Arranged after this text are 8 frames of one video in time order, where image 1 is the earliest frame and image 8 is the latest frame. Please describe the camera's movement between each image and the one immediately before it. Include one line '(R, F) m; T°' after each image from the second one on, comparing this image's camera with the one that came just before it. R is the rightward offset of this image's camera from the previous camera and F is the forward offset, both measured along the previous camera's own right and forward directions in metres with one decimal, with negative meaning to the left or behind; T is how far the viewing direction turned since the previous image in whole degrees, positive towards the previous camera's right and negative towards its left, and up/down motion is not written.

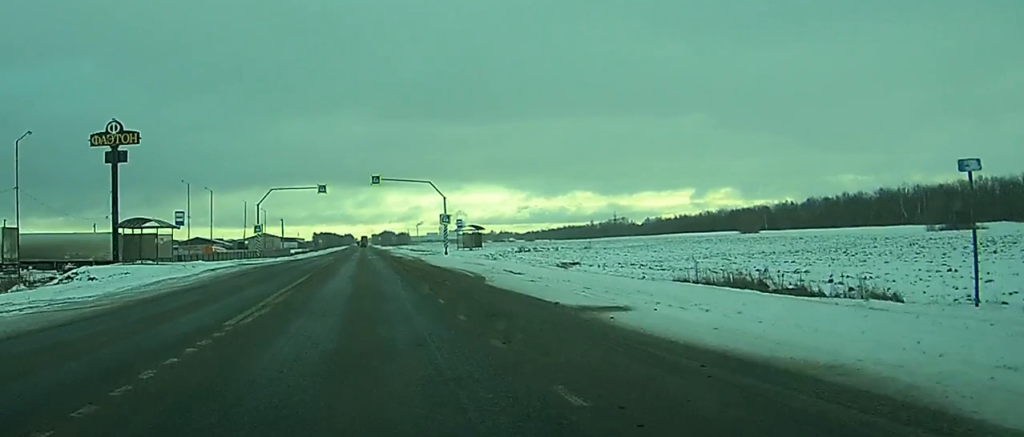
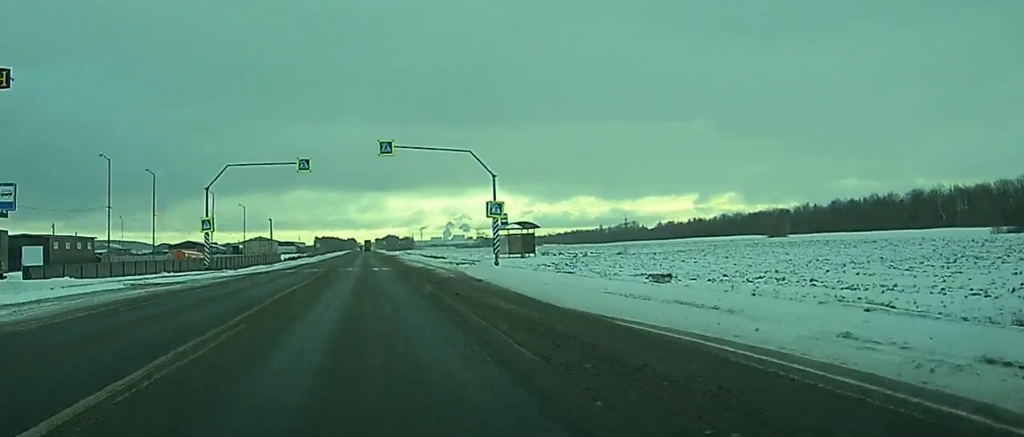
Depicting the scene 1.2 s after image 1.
(-0.1, +28.3) m; 0°
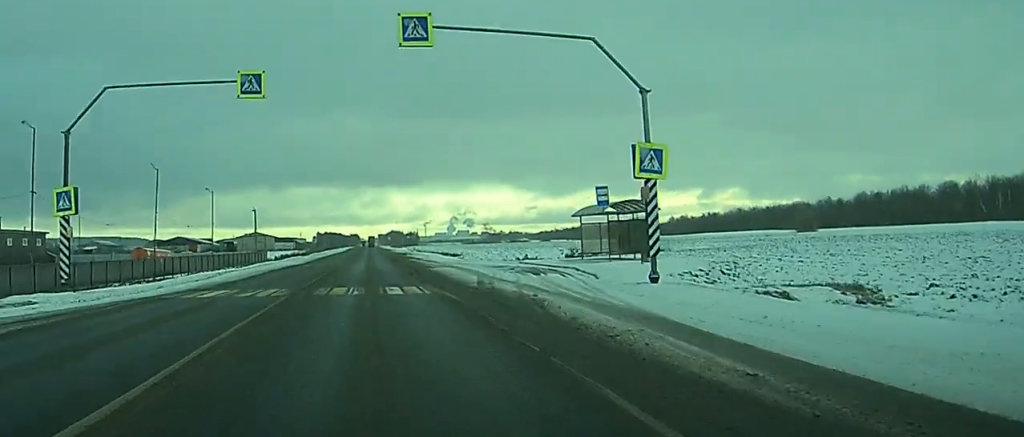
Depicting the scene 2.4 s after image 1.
(0.0, +26.8) m; 0°
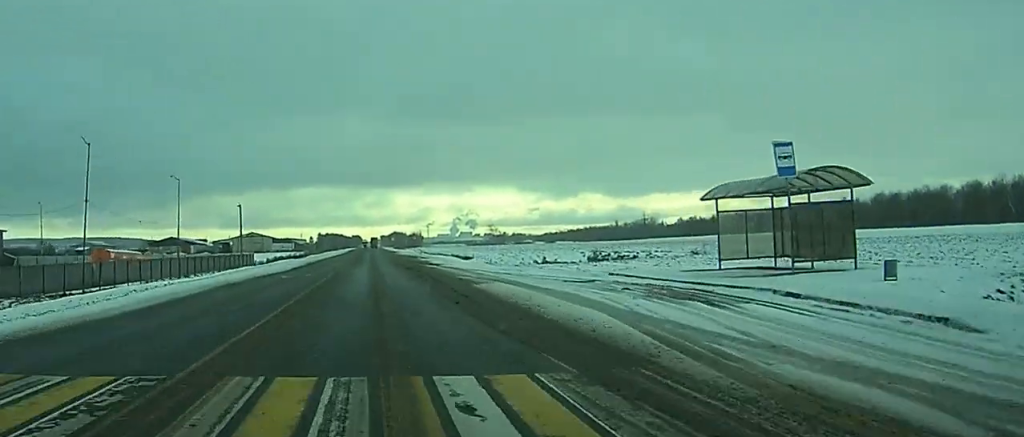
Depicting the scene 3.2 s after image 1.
(-0.1, +17.6) m; 0°
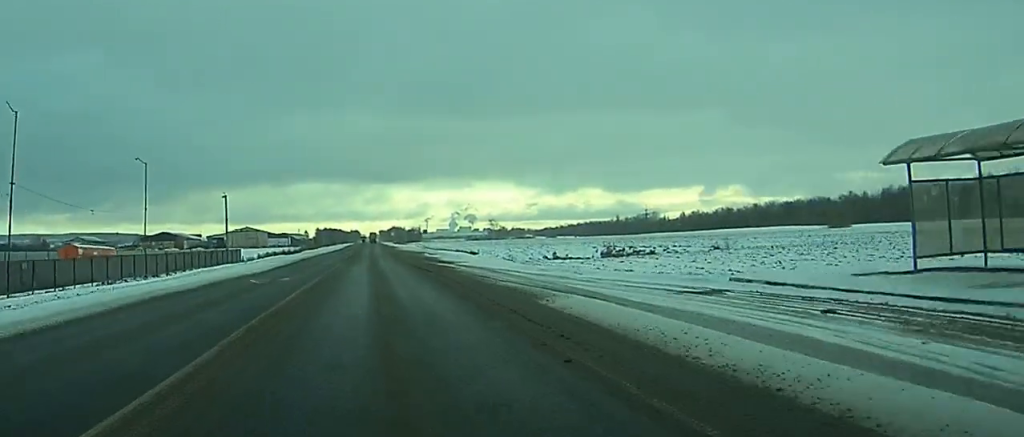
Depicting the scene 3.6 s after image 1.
(0.0, +10.7) m; 0°
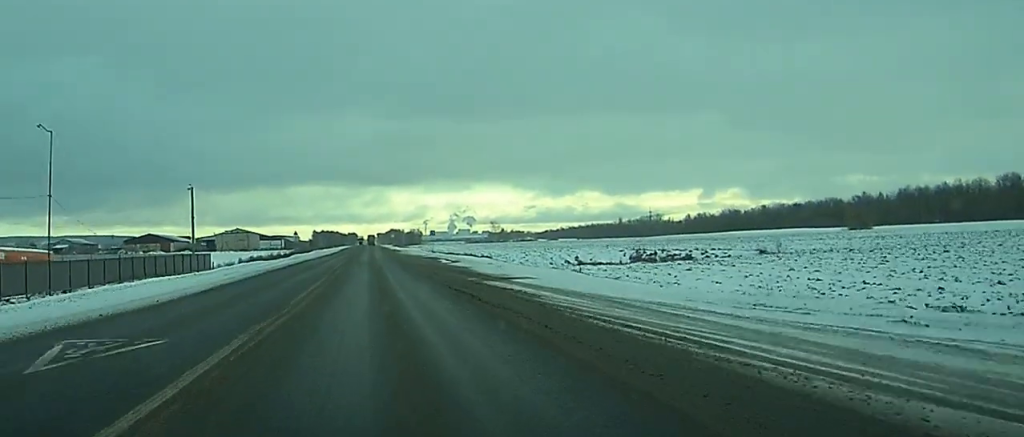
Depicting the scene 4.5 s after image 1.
(0.0, +19.1) m; 0°
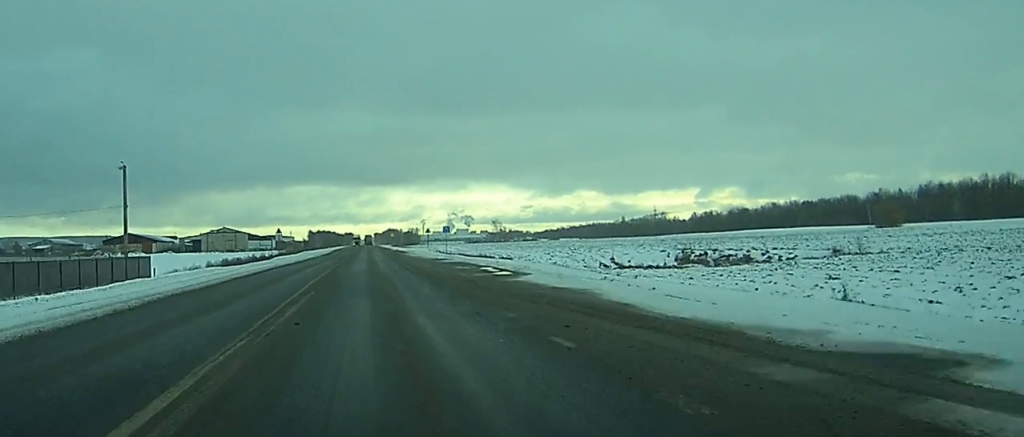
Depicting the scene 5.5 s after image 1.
(0.0, +23.0) m; 0°
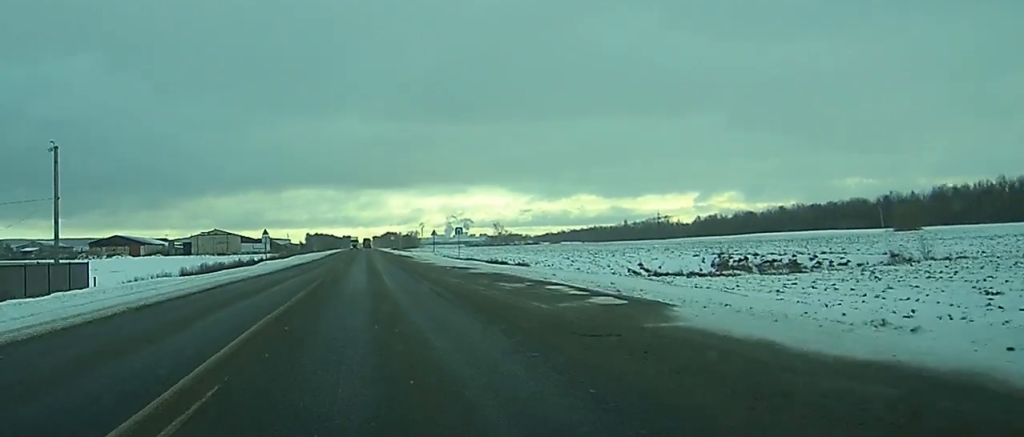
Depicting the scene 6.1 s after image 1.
(0.0, +13.8) m; 0°
